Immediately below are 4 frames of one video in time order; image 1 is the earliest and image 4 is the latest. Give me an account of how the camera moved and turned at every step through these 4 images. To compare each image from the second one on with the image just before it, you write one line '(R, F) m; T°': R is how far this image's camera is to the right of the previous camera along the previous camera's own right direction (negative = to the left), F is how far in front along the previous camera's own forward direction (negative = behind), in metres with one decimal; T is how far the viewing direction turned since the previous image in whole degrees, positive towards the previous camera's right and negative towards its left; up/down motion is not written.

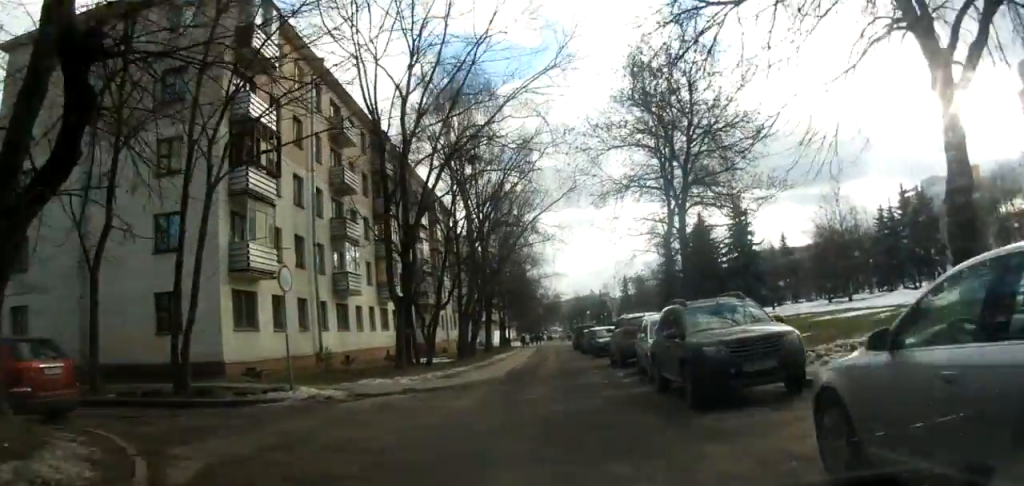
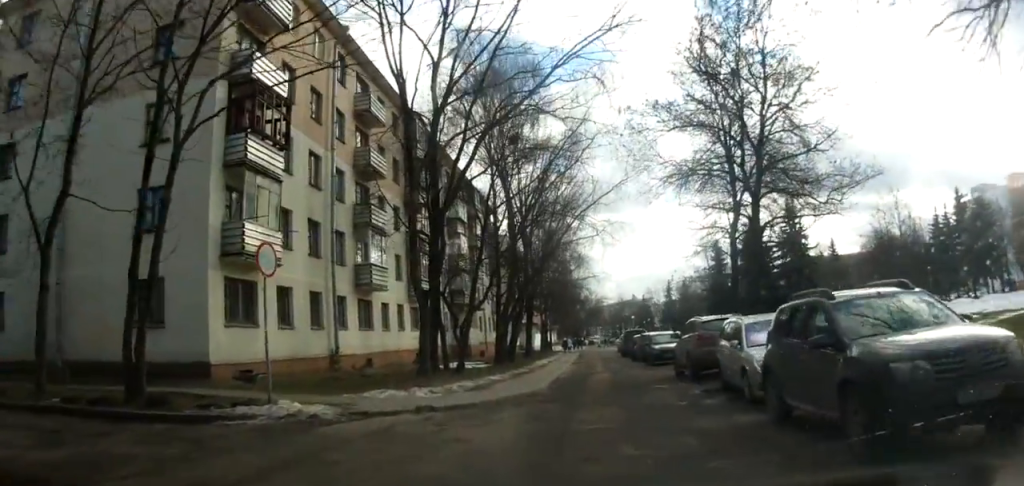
(-0.1, +5.3) m; -3°
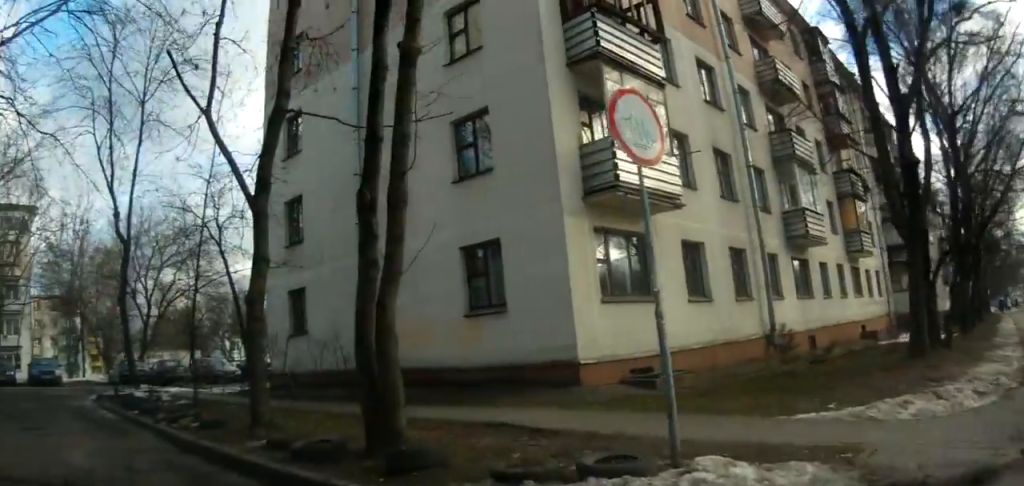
(-1.7, +10.3) m; -22°
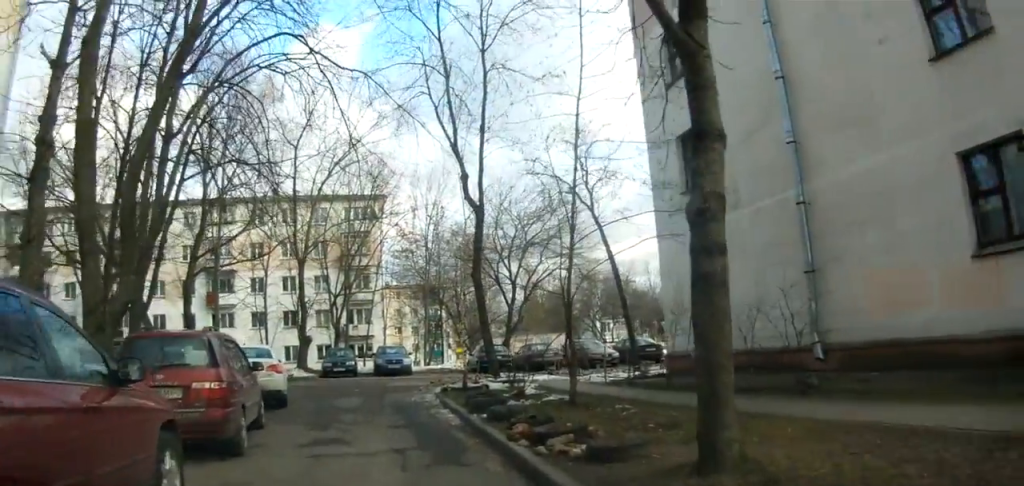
(-0.4, +5.8) m; -7°
